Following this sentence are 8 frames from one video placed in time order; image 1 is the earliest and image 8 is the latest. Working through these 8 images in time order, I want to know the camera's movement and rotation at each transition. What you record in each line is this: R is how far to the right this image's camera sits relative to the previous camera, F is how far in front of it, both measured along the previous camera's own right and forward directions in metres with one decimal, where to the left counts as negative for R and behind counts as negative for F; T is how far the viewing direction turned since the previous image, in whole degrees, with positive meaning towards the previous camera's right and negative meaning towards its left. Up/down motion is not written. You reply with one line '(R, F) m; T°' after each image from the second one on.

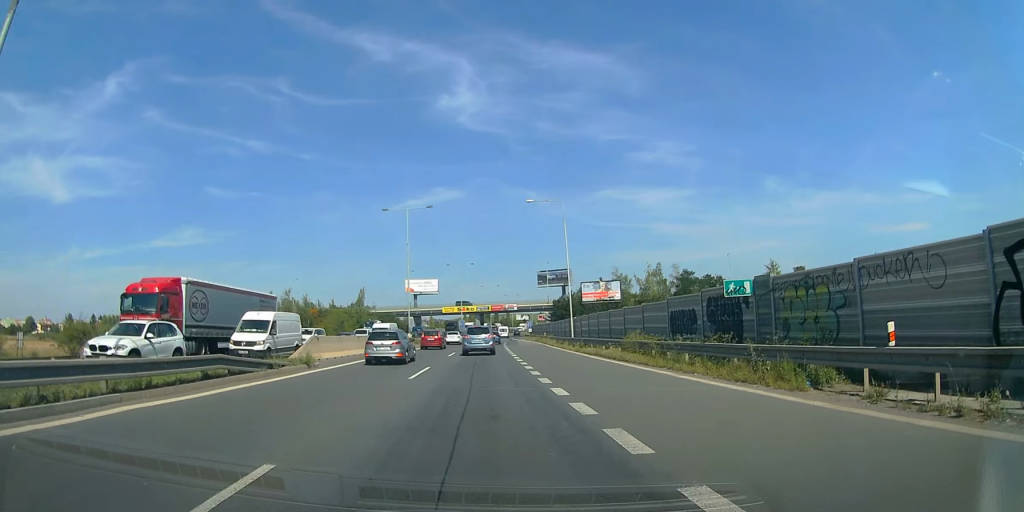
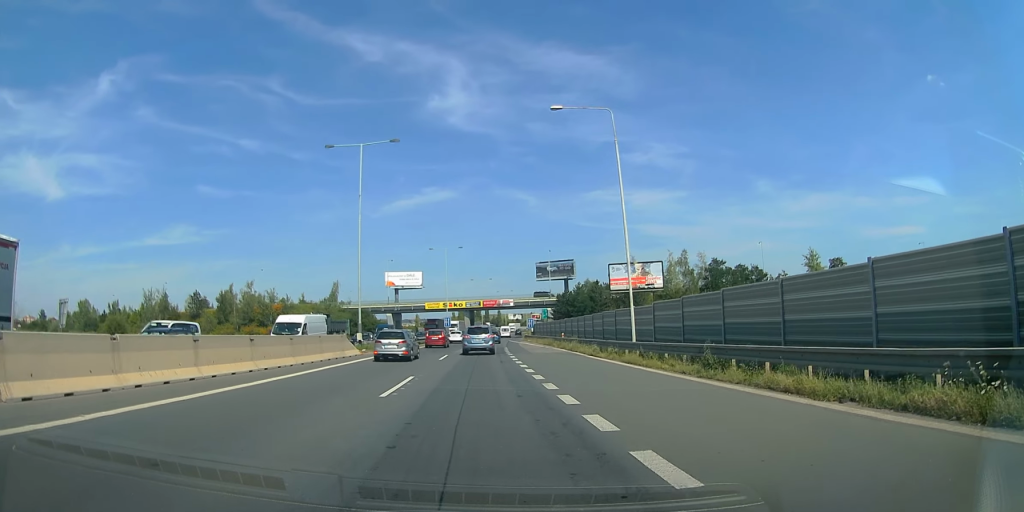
(0.0, +21.9) m; 0°
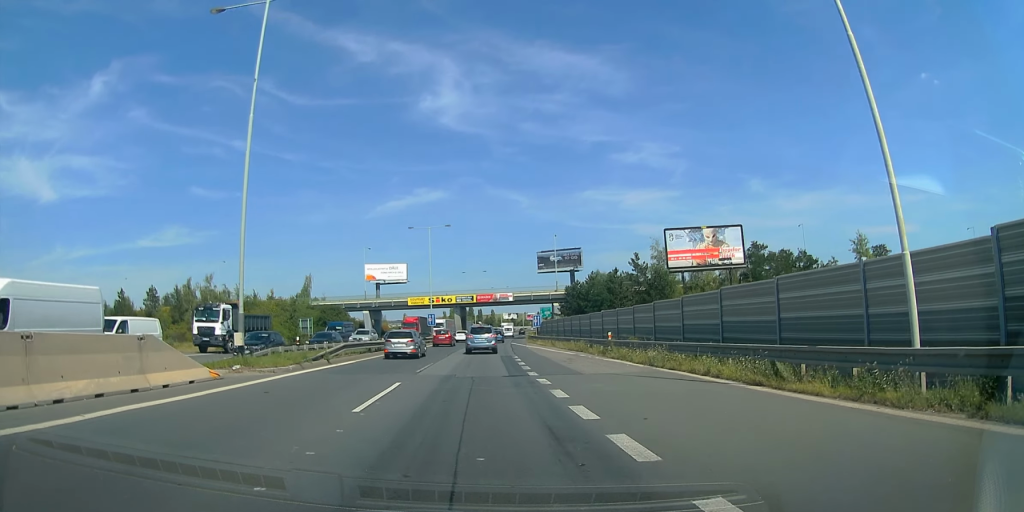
(0.0, +19.6) m; 0°
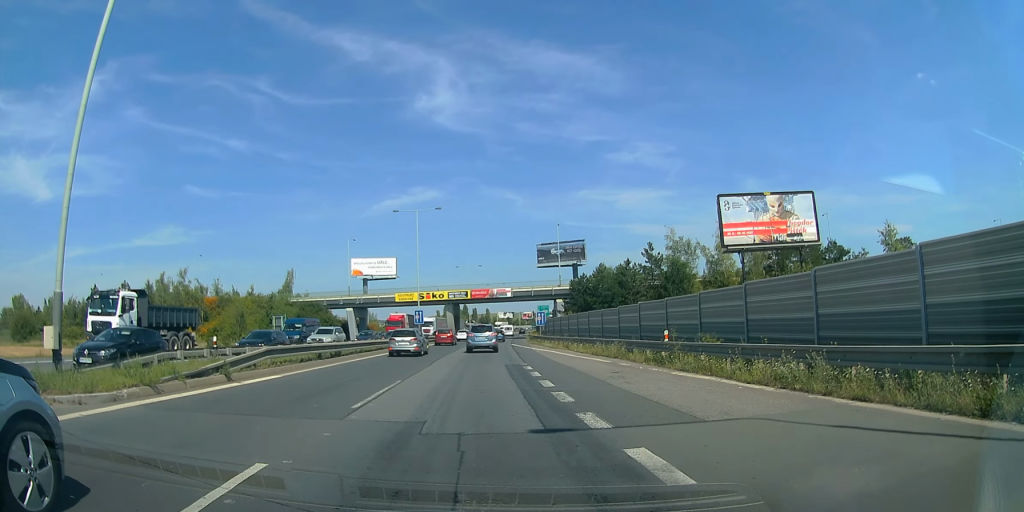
(0.0, +9.9) m; 0°
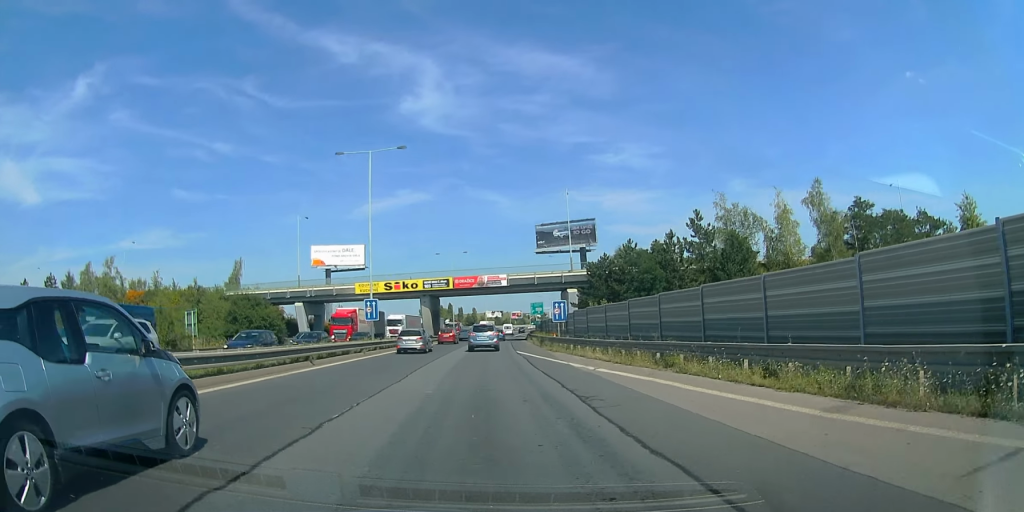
(0.0, +22.3) m; 0°
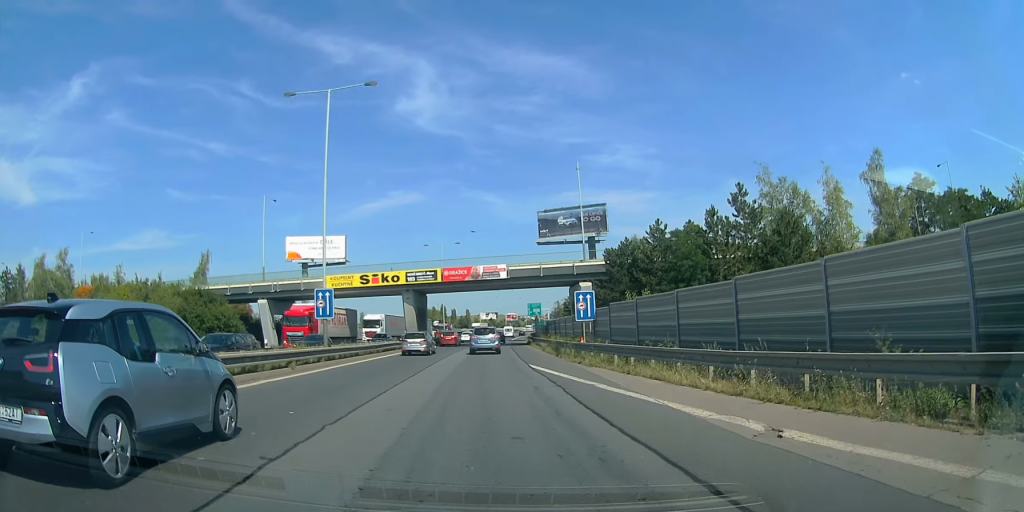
(0.0, +11.6) m; 0°
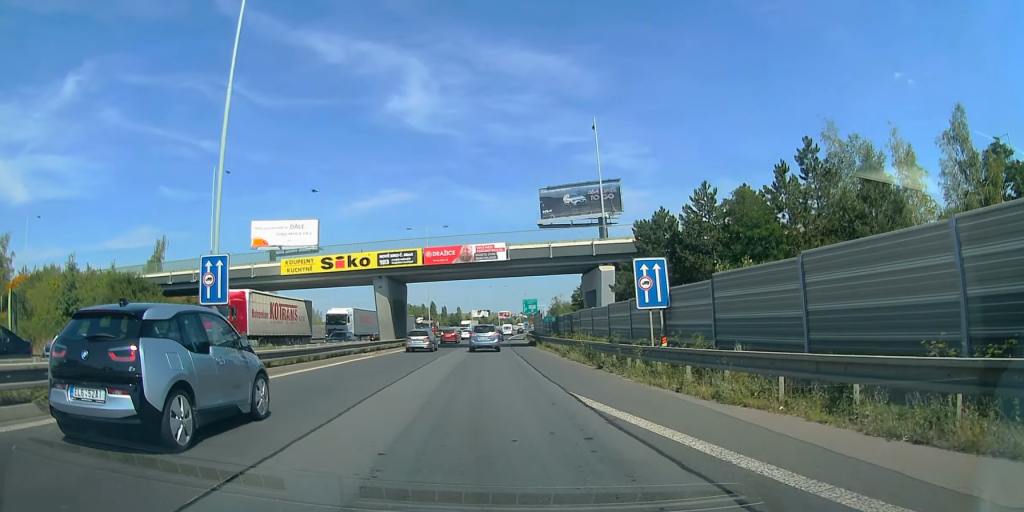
(0.0, +12.4) m; 0°
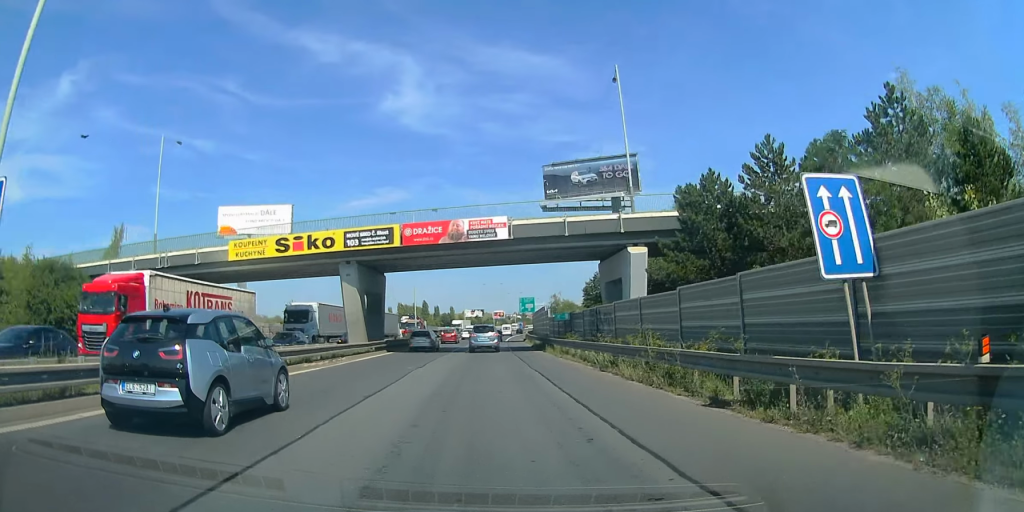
(0.0, +10.0) m; 0°
